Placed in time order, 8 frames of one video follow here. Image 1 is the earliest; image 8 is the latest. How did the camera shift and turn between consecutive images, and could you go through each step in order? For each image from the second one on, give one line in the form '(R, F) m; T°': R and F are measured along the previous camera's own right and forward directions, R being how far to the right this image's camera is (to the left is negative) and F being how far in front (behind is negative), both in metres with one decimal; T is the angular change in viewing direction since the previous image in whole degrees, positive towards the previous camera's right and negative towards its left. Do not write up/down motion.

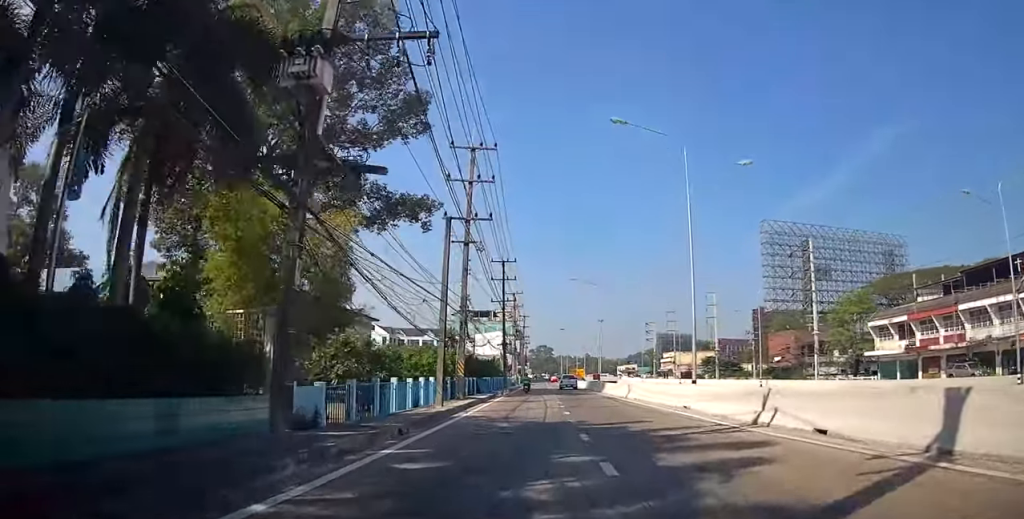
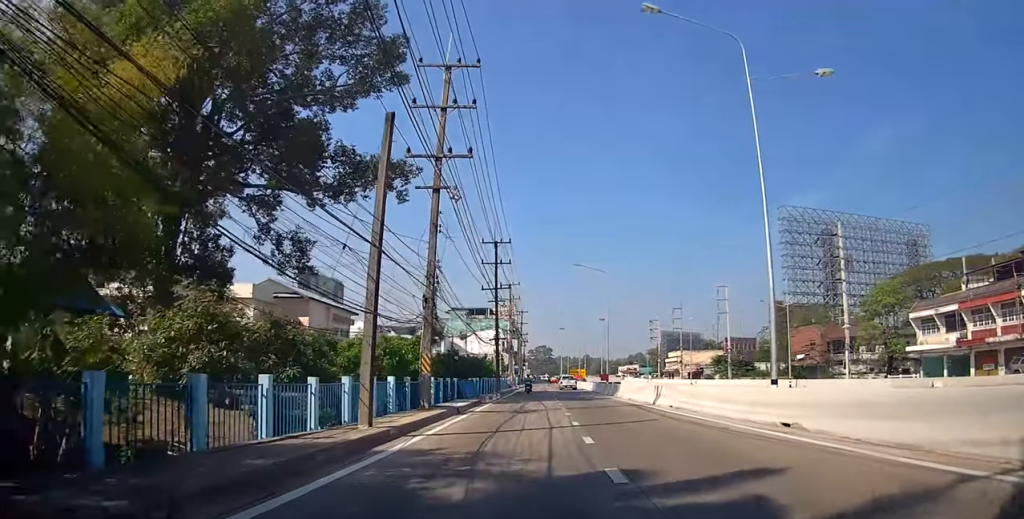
(+0.1, +8.2) m; +1°
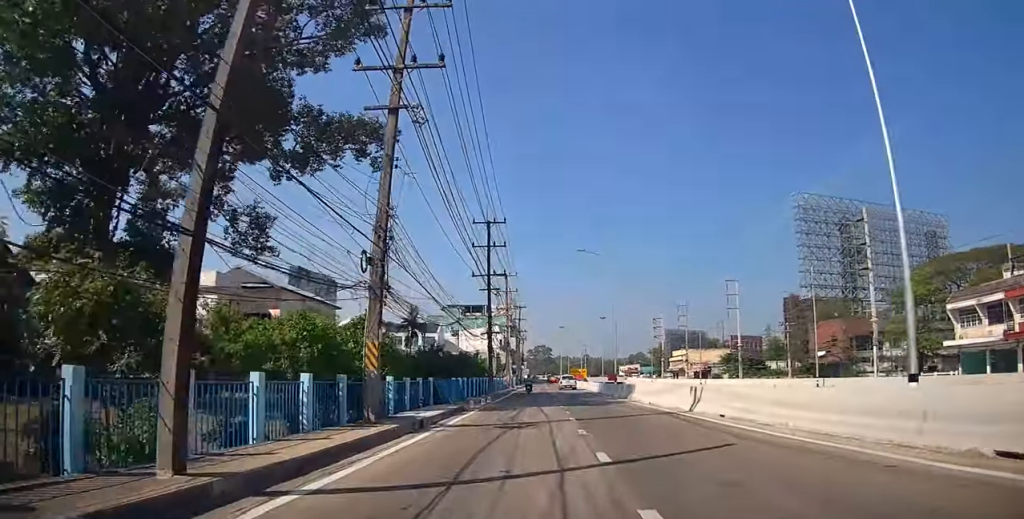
(+0.1, +6.1) m; 0°
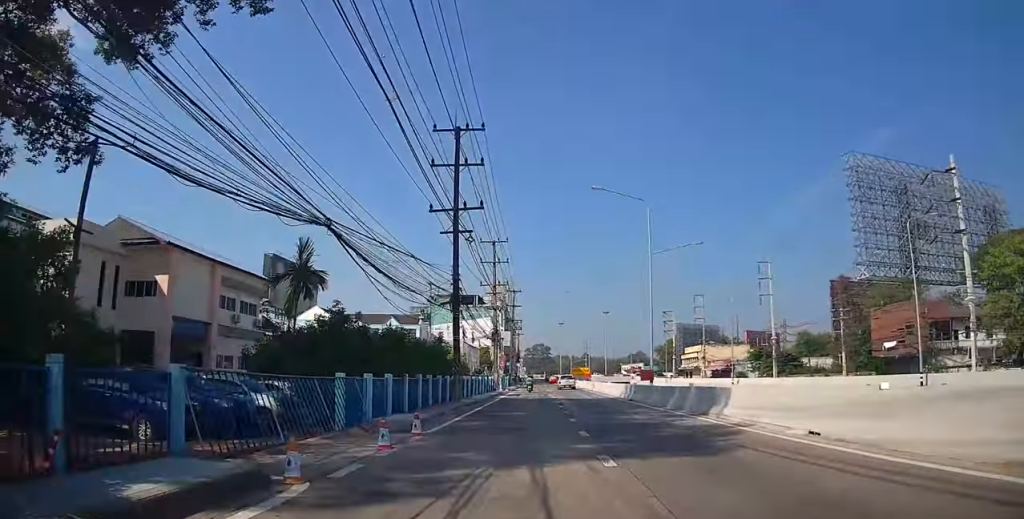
(0.0, +15.5) m; 0°
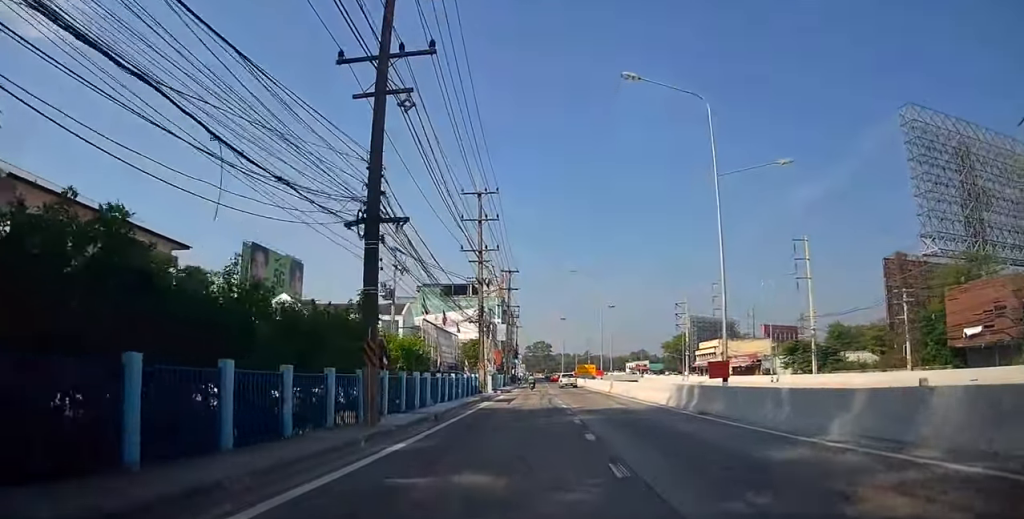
(+0.1, +12.6) m; 0°
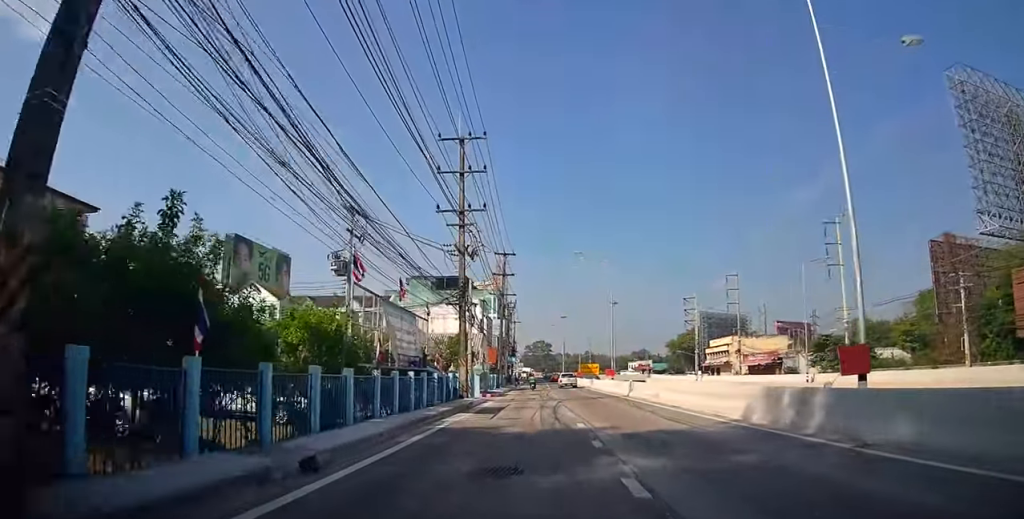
(-0.1, +8.8) m; 0°
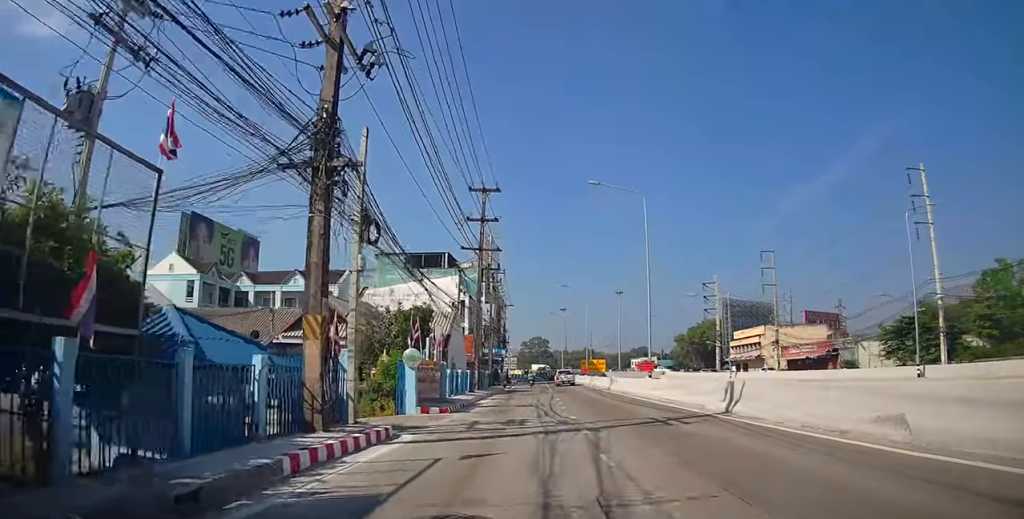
(+0.1, +17.9) m; 0°
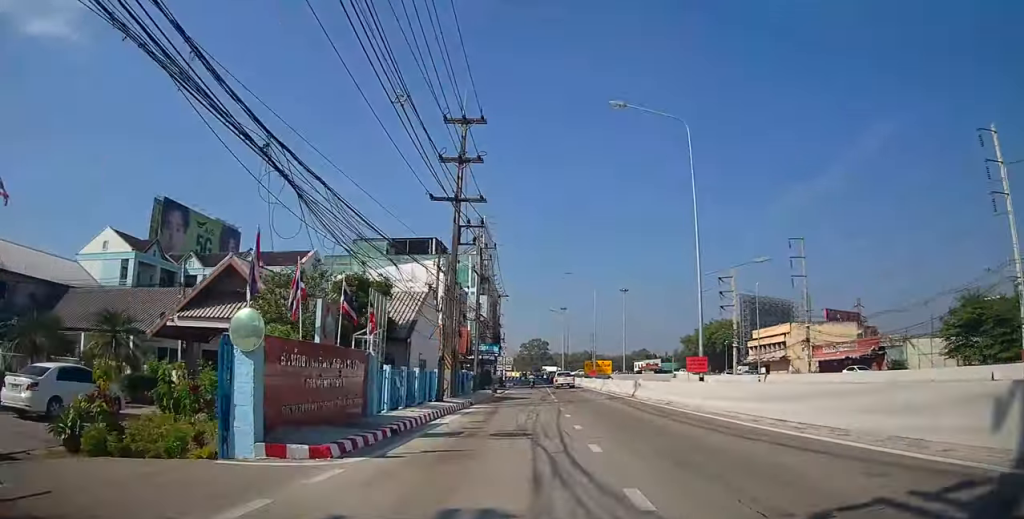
(0.0, +10.3) m; 0°
